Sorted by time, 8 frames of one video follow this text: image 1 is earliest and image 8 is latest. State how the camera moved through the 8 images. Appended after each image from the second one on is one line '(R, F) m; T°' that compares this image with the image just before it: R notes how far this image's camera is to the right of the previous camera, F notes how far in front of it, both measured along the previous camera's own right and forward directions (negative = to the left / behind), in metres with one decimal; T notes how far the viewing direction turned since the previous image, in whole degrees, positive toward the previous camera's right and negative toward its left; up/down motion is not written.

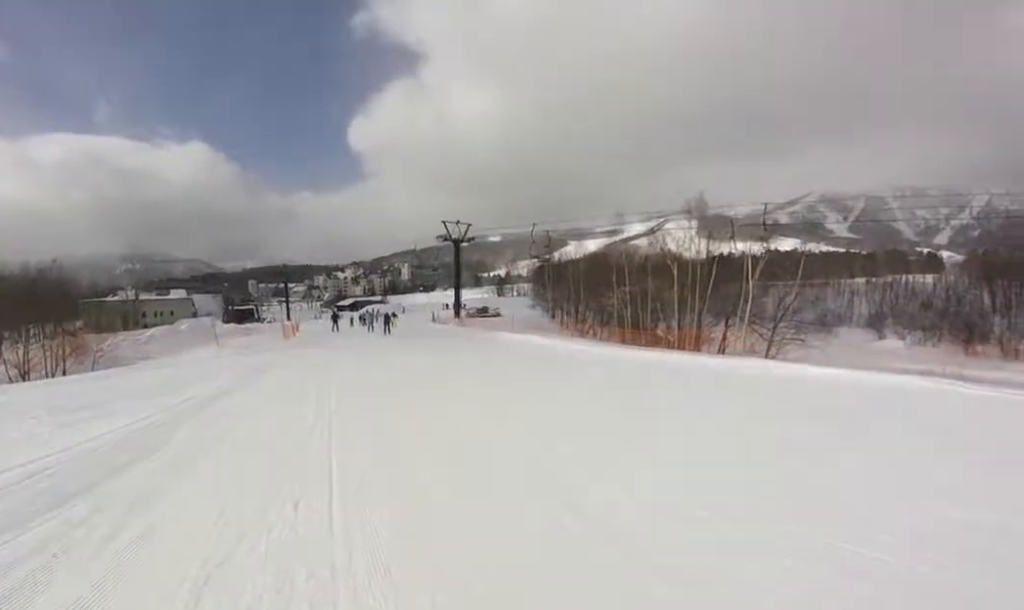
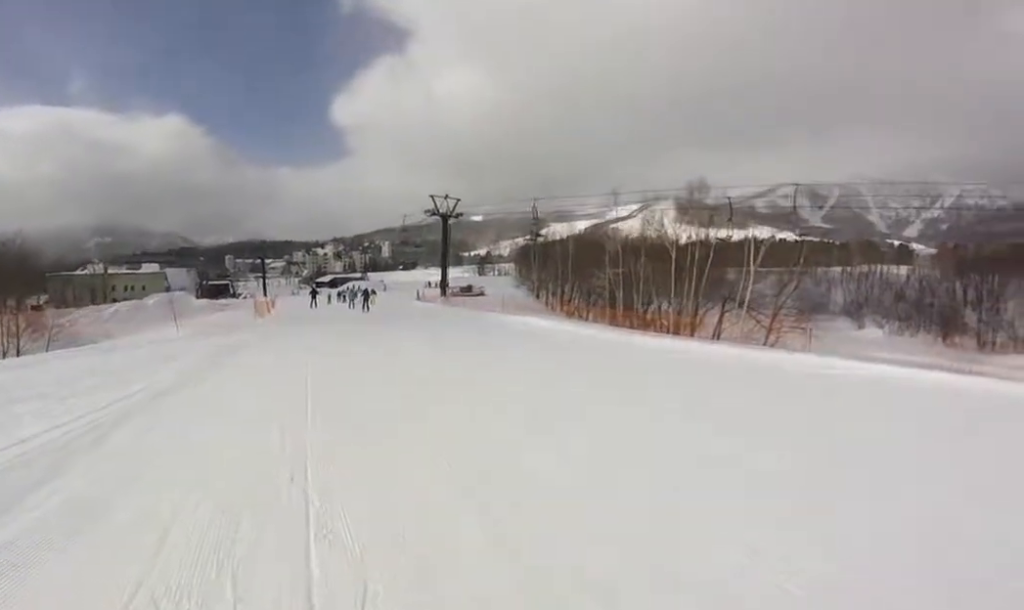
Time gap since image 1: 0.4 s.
(-0.2, +2.6) m; 0°
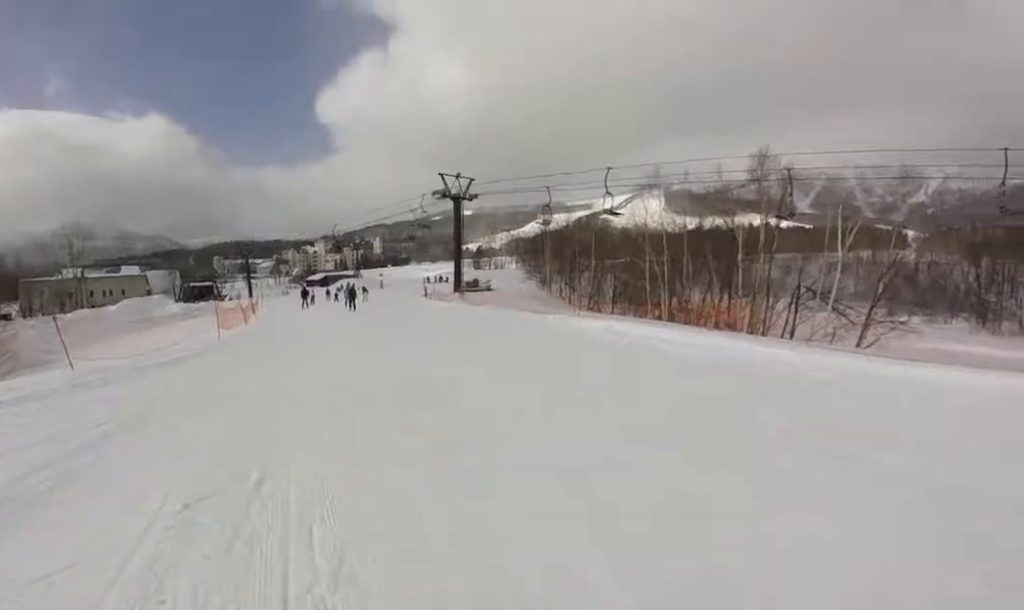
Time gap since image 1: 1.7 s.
(+0.1, +7.7) m; +11°
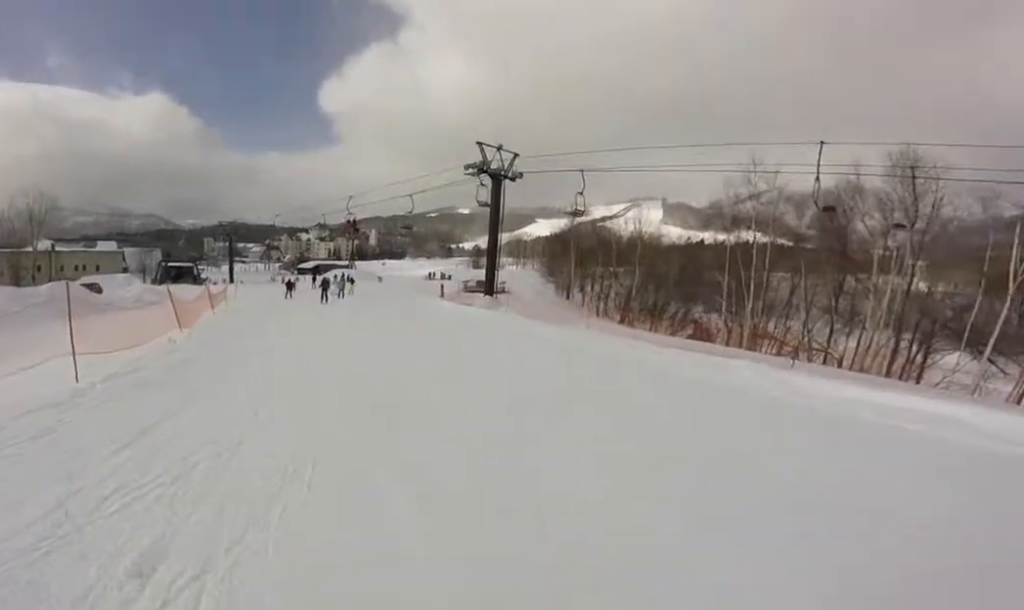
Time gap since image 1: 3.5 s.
(-0.2, +8.4) m; -6°
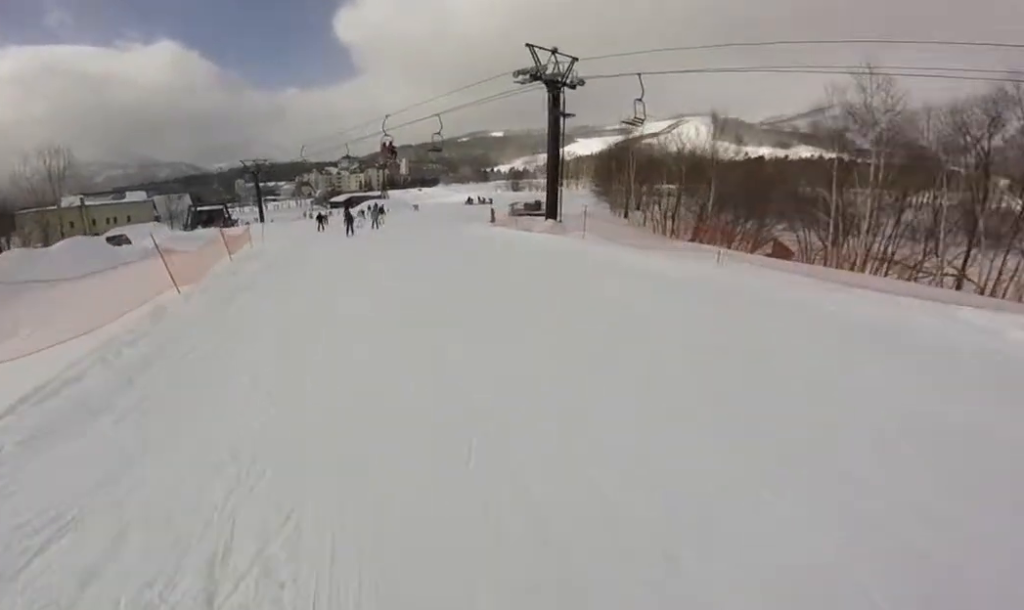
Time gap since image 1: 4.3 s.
(0.0, +2.9) m; 0°
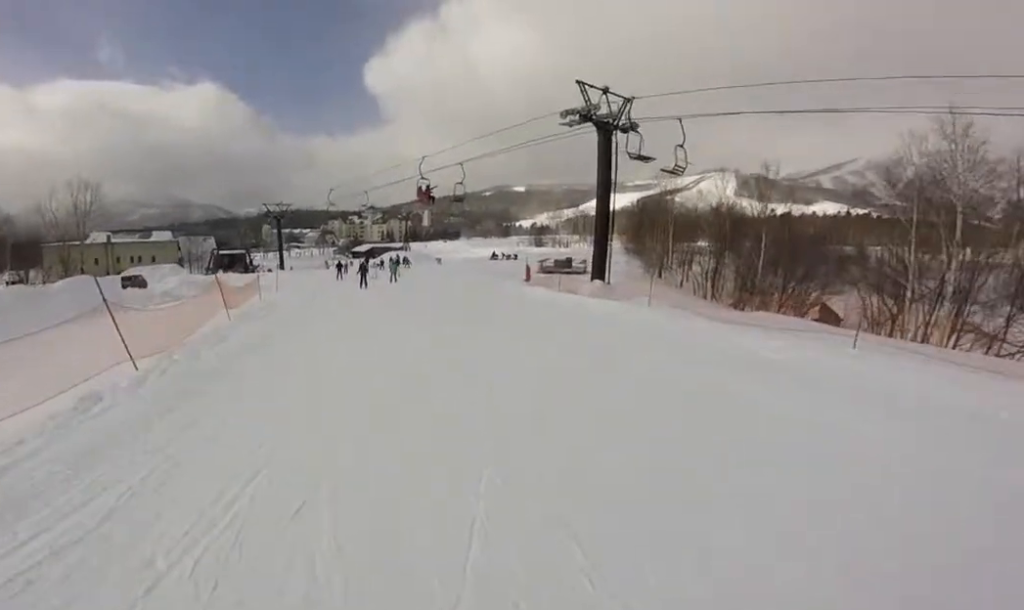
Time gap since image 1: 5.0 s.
(+0.9, +2.6) m; -1°
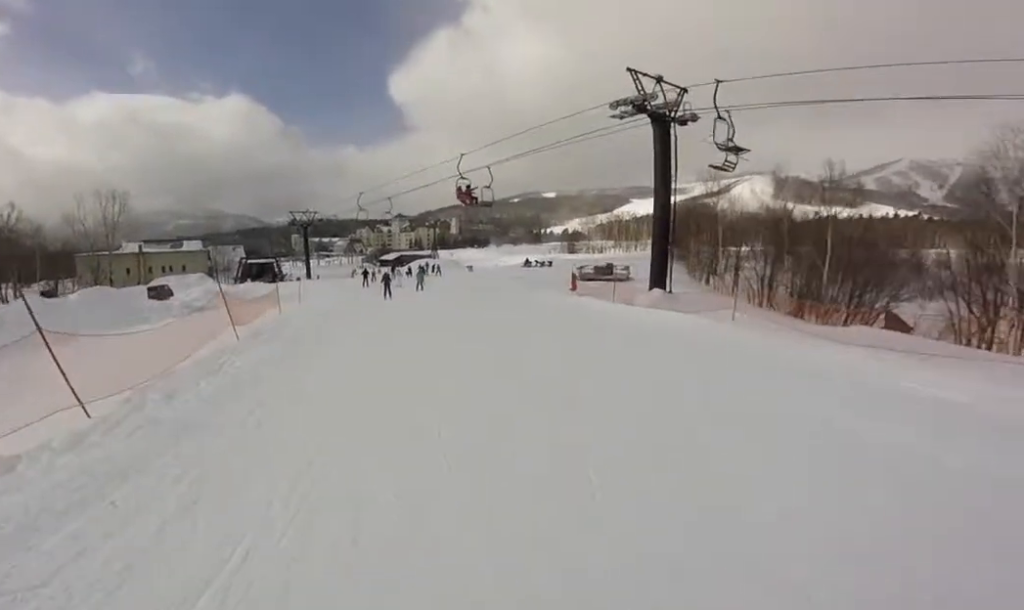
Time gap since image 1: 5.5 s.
(-0.9, +1.7) m; -3°
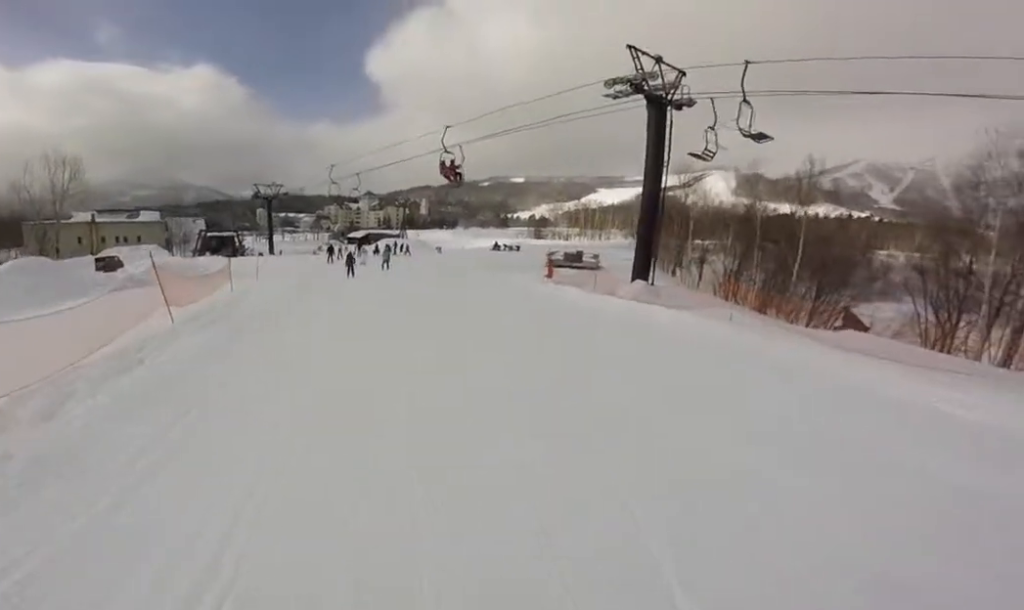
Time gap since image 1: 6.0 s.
(-0.5, +1.4) m; -1°
